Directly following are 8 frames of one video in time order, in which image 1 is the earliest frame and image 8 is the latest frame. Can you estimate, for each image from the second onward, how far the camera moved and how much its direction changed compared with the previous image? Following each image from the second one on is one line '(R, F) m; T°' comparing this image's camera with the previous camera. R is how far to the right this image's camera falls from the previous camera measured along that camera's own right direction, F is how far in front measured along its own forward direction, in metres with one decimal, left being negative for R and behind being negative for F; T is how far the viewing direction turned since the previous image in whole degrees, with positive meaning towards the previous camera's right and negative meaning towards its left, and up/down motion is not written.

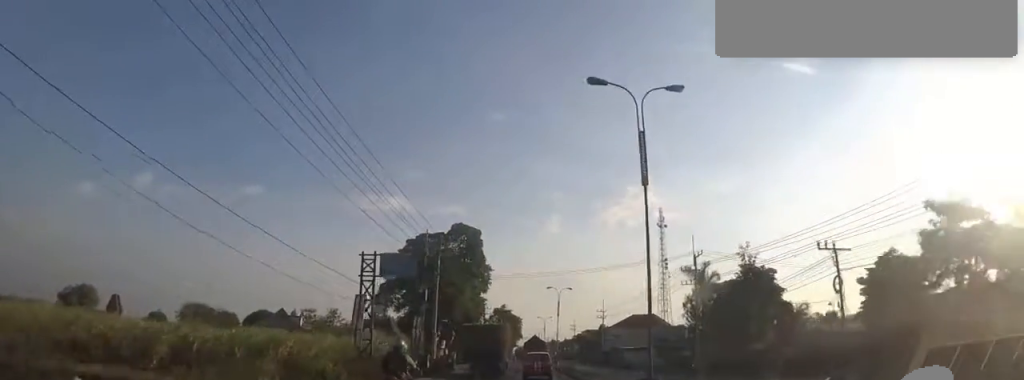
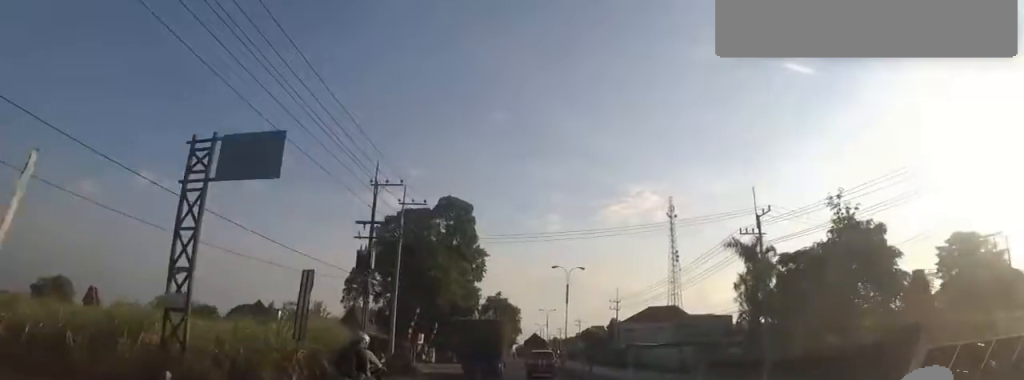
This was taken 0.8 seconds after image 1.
(0.0, +13.5) m; 0°
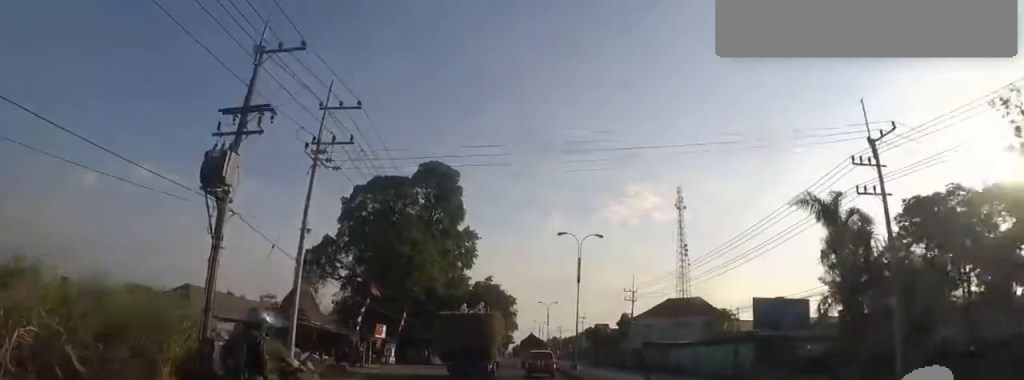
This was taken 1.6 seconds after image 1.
(0.0, +12.8) m; 0°
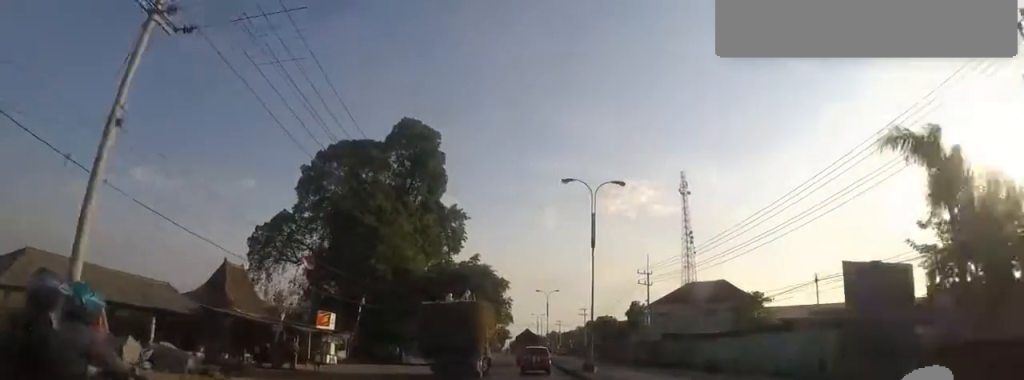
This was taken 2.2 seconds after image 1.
(0.0, +9.8) m; 0°
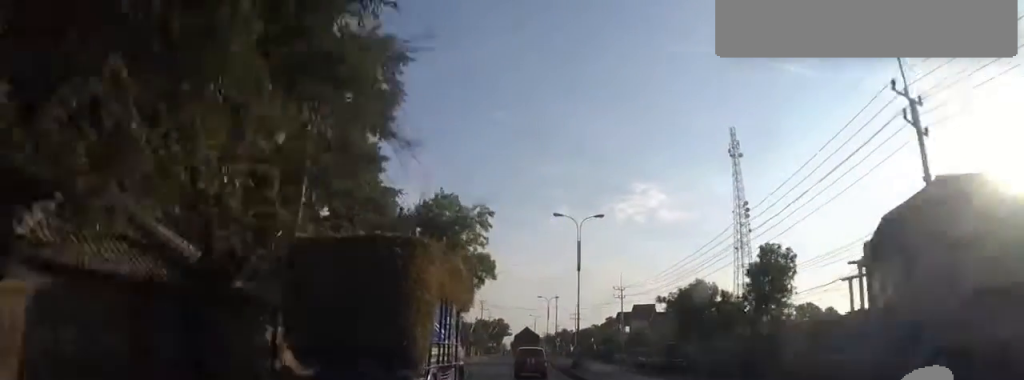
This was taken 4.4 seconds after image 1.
(0.0, +39.0) m; 0°
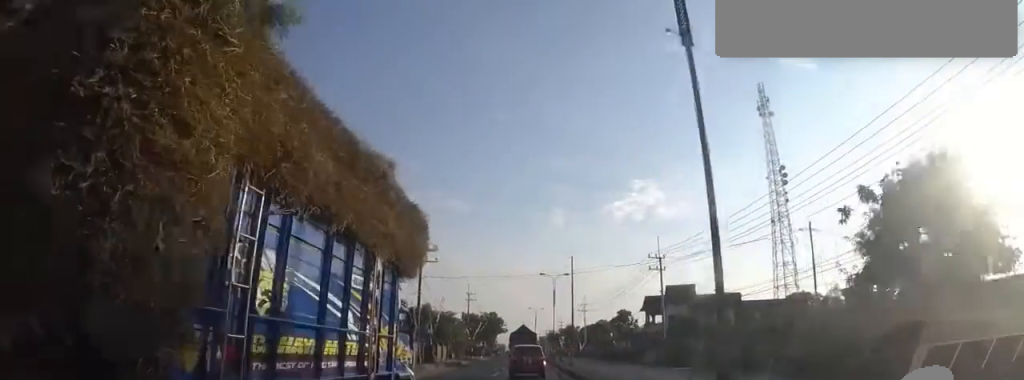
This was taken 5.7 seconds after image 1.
(0.0, +22.5) m; -1°
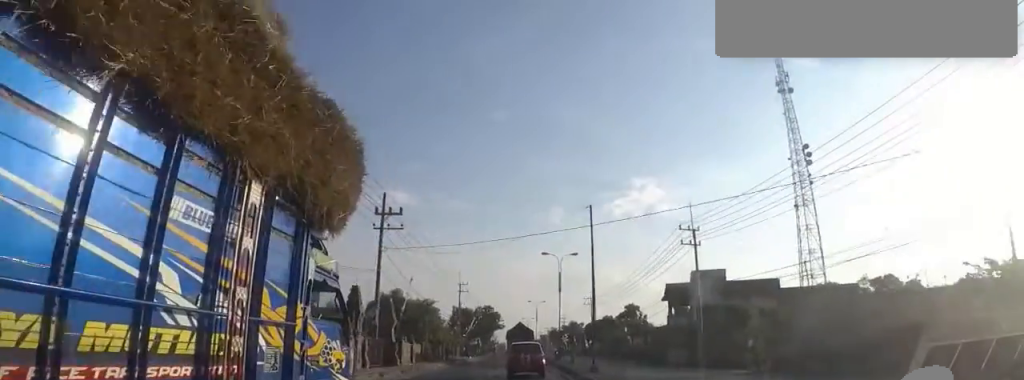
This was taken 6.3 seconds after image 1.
(+0.2, +10.7) m; -2°
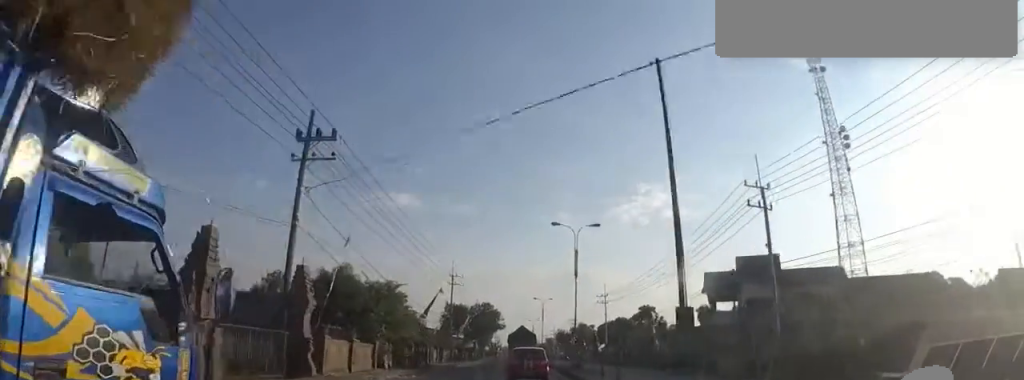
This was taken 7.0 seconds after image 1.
(-0.6, +11.2) m; -1°
